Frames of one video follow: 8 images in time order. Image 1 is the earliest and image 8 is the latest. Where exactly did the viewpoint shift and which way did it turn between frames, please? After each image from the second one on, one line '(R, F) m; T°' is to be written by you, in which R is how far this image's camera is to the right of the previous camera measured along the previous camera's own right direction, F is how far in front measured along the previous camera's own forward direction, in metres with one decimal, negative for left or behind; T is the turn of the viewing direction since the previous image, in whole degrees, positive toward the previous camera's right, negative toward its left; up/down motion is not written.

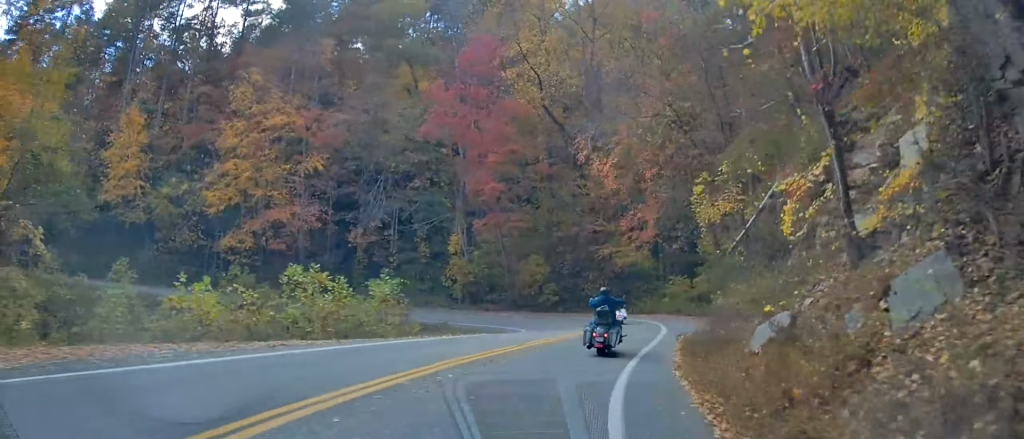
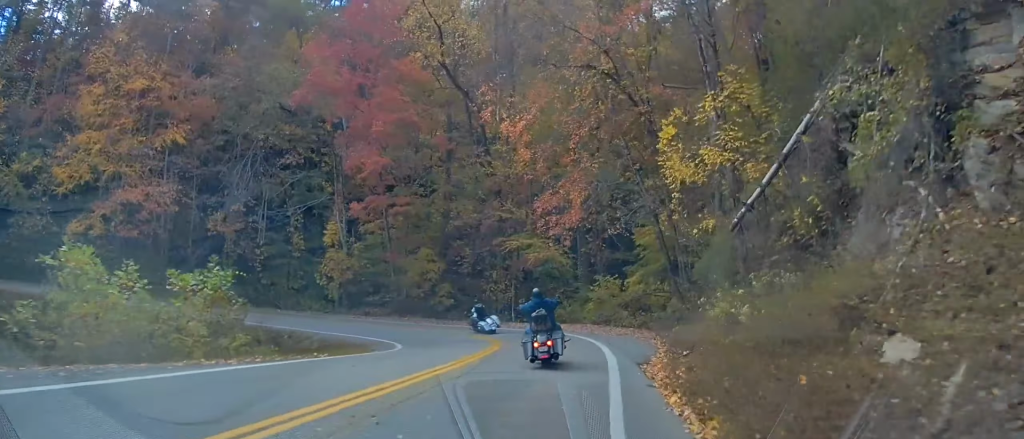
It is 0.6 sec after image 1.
(+0.7, +8.9) m; +7°
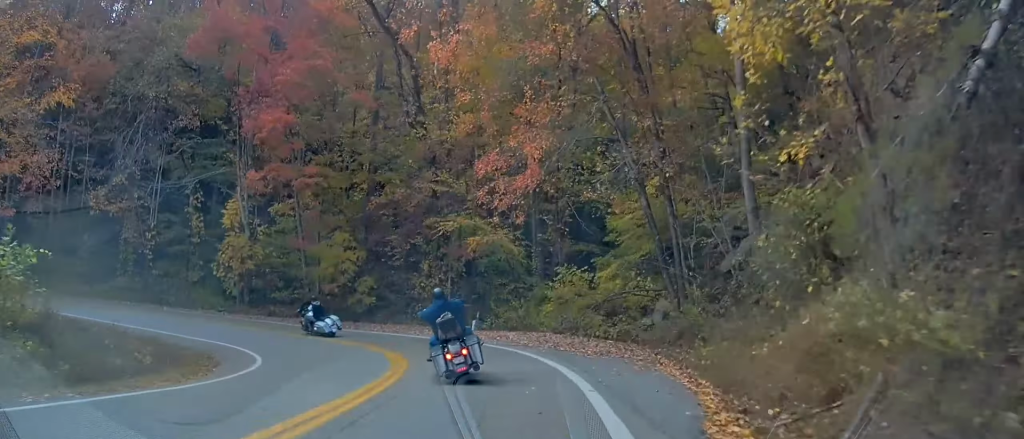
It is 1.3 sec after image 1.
(+0.4, +7.9) m; +3°
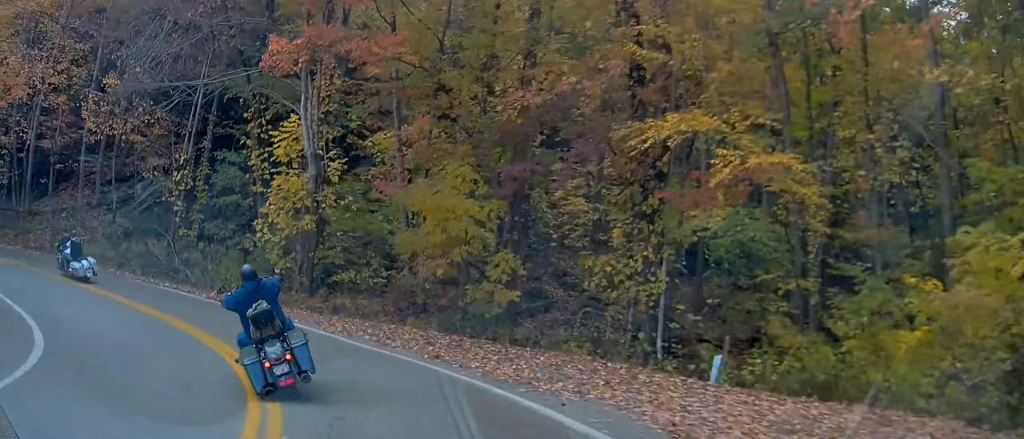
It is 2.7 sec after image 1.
(0.0, +15.9) m; -12°
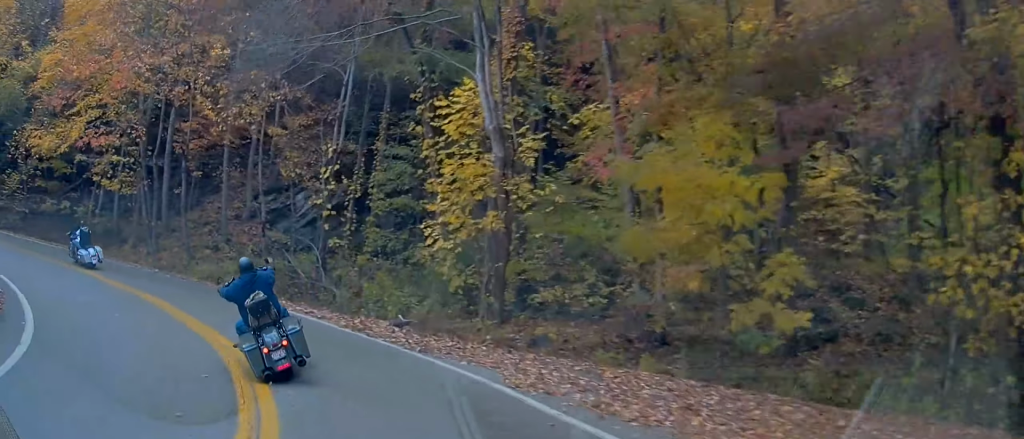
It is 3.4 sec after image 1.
(-0.8, +6.5) m; -19°
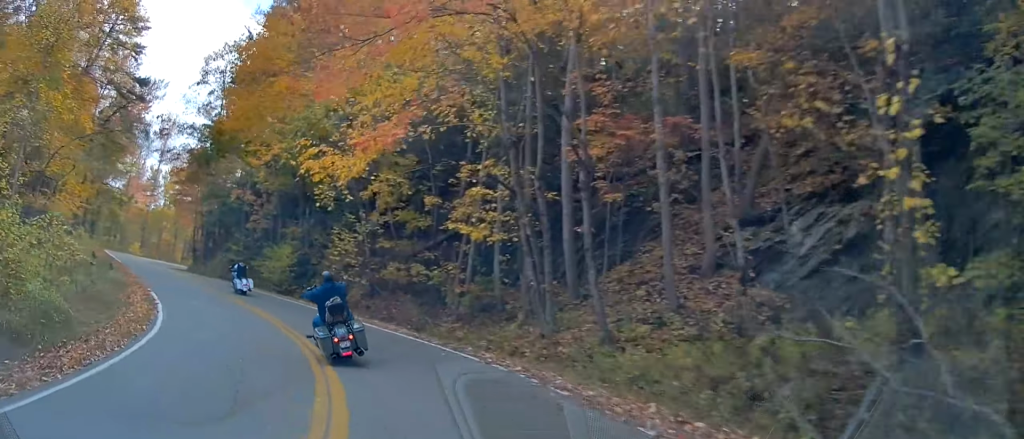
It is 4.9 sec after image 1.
(-5.6, +11.2) m; -47°
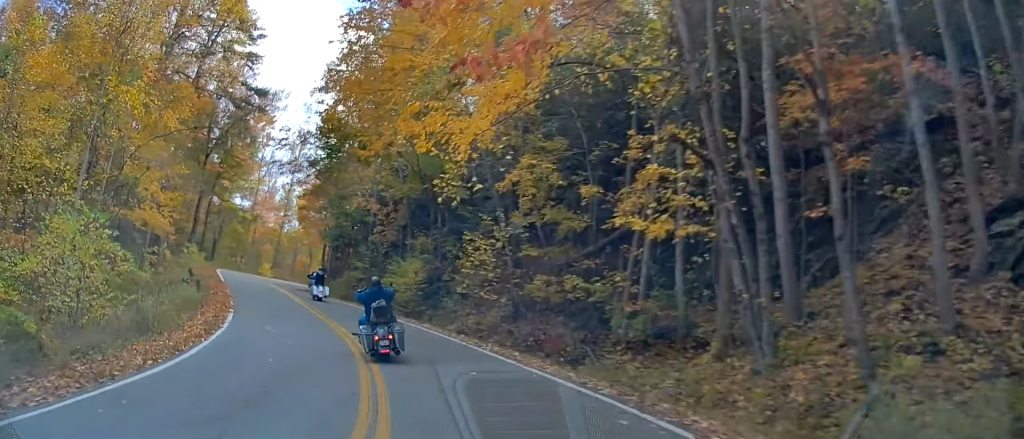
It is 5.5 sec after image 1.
(-0.9, +5.4) m; -12°
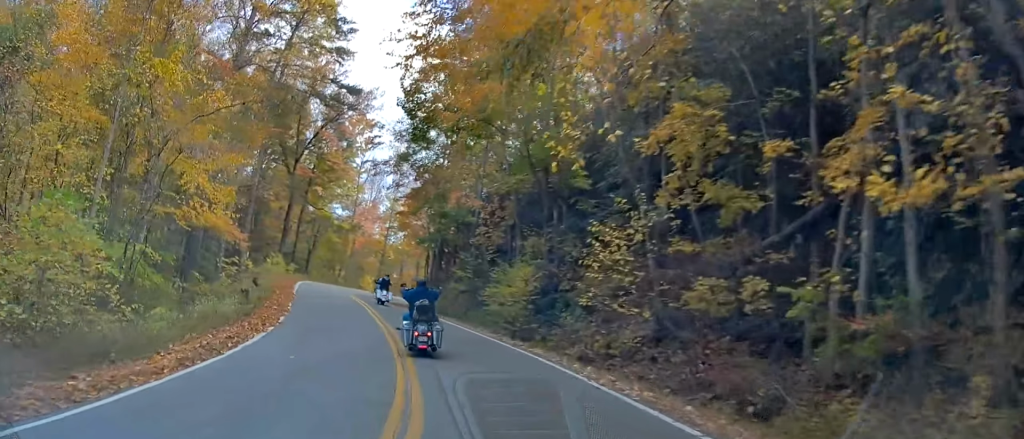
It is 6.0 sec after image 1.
(-0.5, +5.8) m; -8°
